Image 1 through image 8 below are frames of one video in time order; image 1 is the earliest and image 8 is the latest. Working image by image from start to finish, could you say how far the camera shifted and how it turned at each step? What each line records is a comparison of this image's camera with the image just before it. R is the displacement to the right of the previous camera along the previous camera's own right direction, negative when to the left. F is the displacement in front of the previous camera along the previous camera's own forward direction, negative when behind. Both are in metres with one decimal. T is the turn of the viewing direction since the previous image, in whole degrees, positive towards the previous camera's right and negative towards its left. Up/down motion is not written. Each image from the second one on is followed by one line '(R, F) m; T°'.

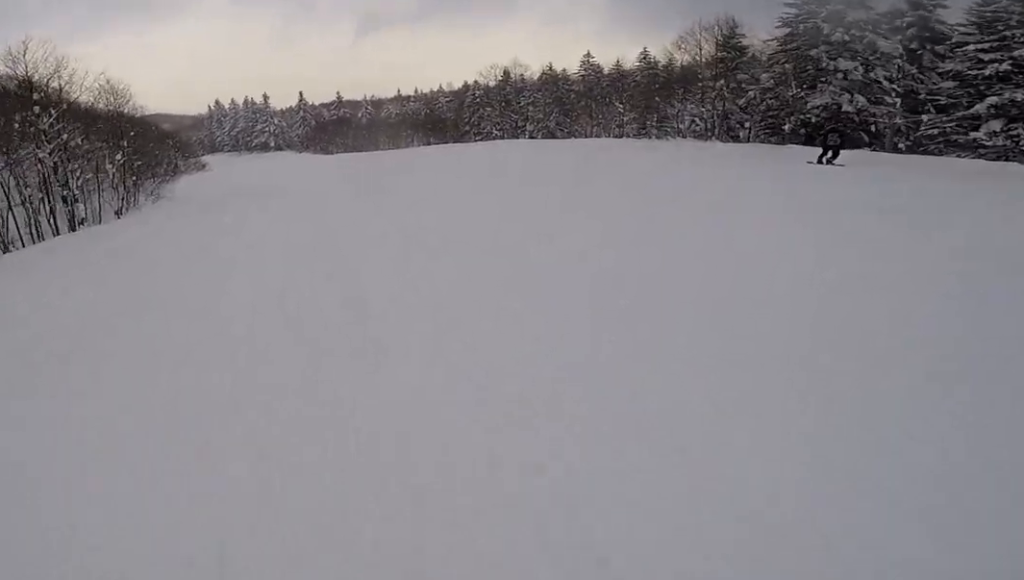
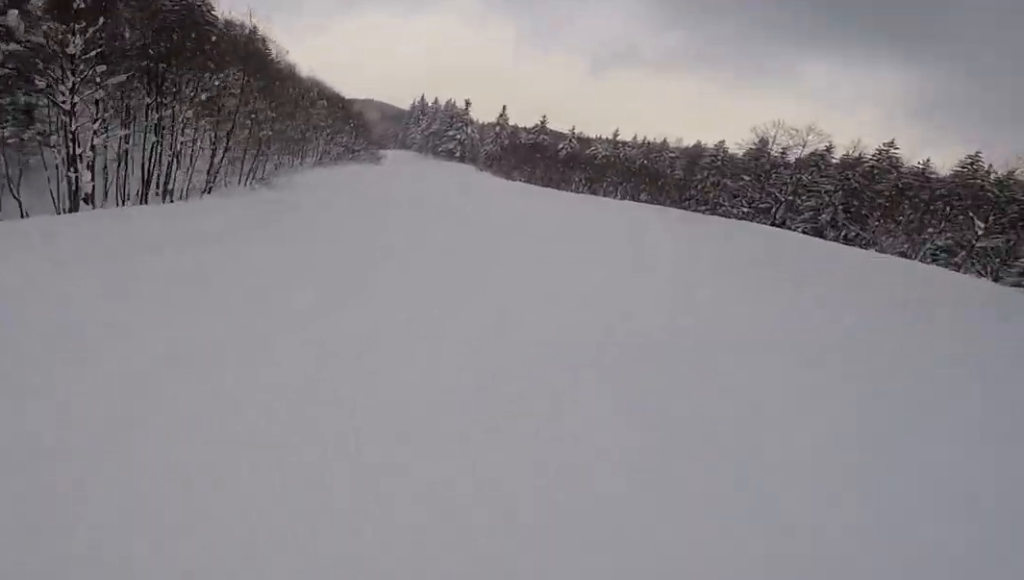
(-0.4, +11.4) m; -9°
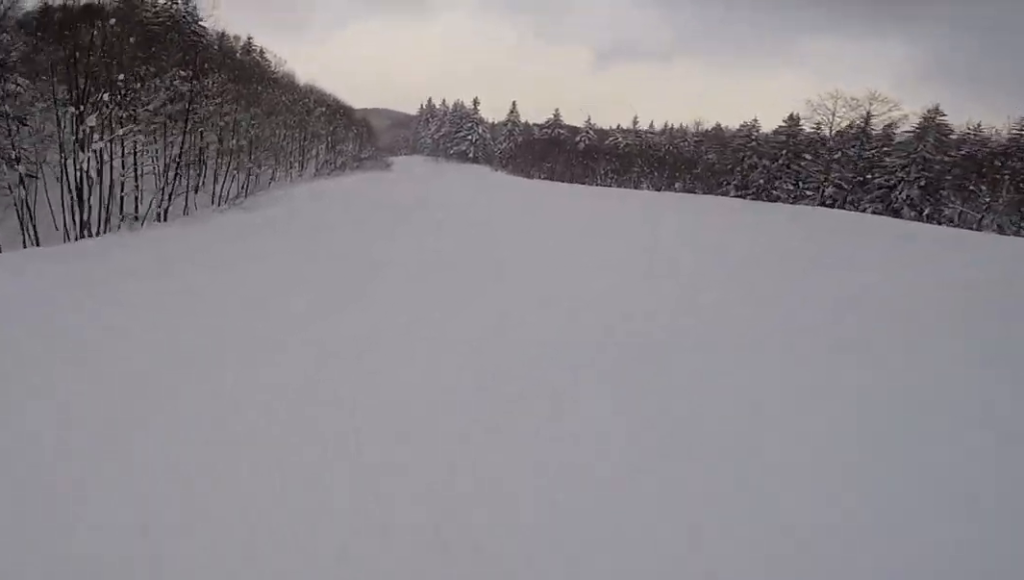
(-0.6, +5.7) m; -5°
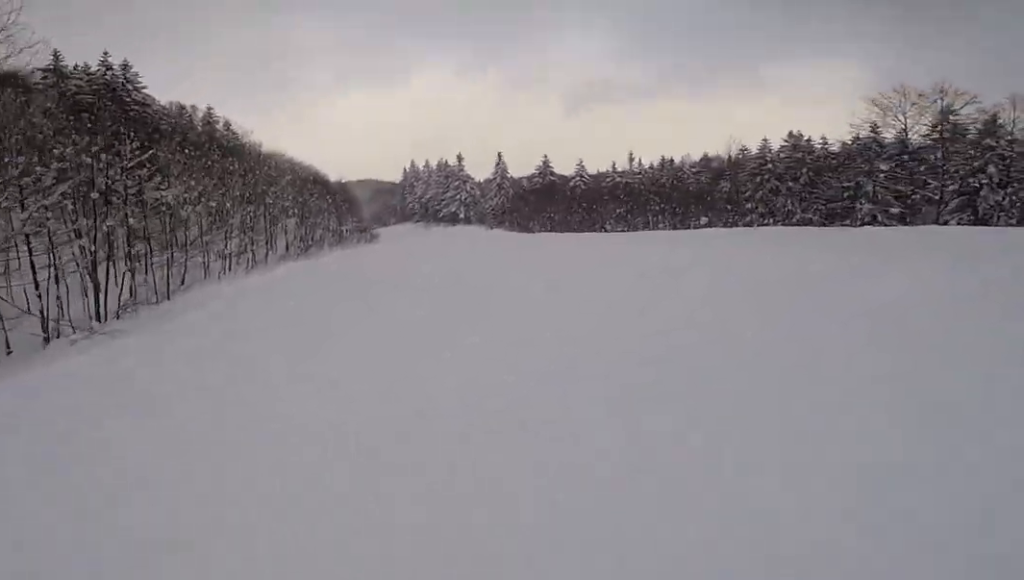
(-0.1, +8.8) m; -1°
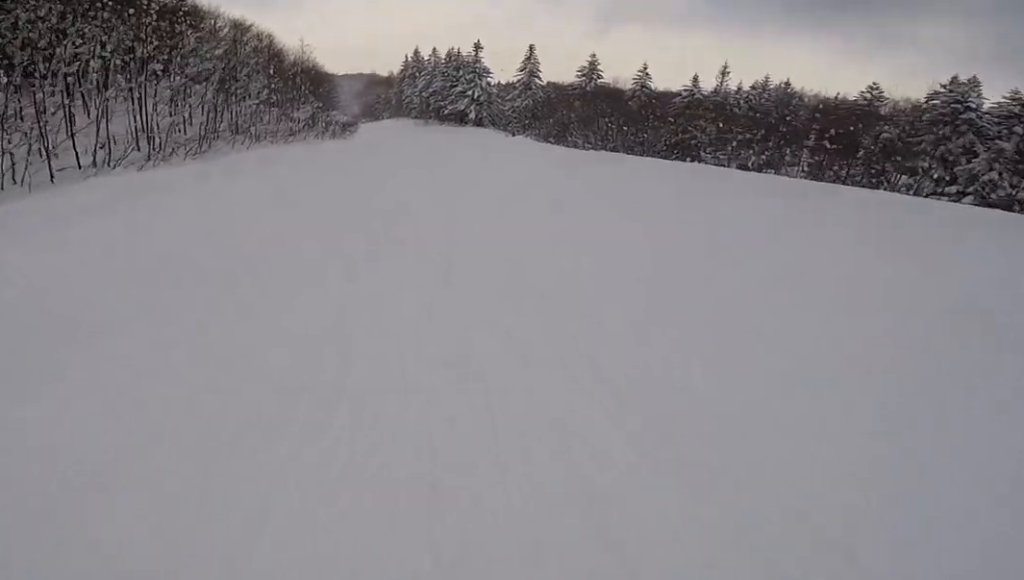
(0.0, +19.9) m; 0°
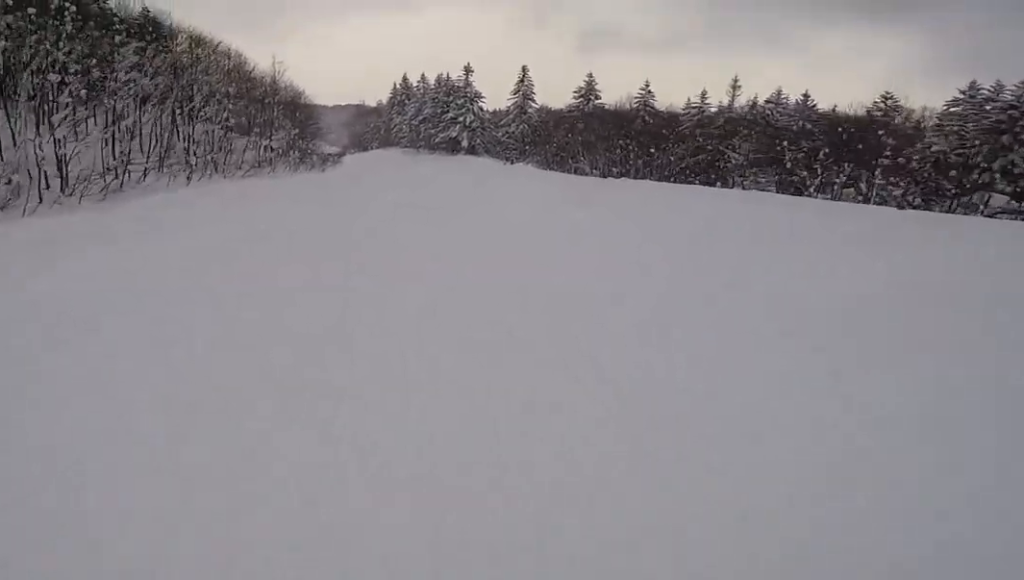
(0.0, +7.2) m; 0°
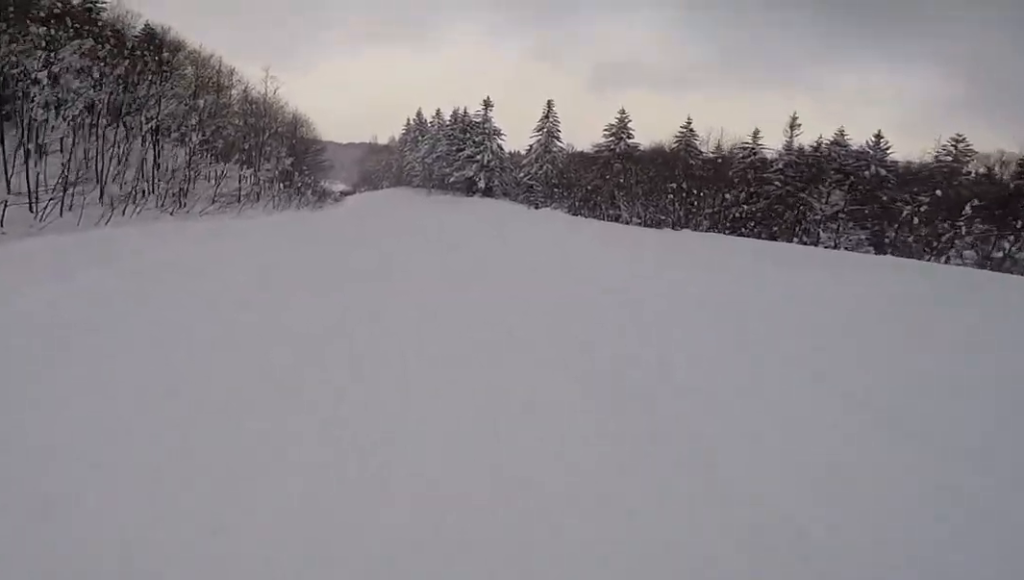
(0.0, +6.8) m; -2°
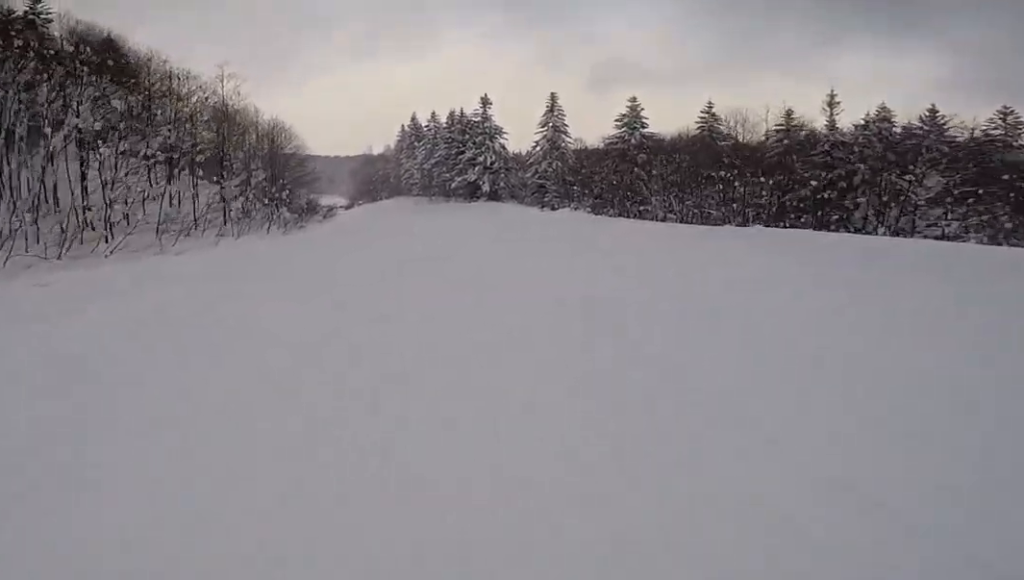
(+0.2, +5.9) m; -4°
